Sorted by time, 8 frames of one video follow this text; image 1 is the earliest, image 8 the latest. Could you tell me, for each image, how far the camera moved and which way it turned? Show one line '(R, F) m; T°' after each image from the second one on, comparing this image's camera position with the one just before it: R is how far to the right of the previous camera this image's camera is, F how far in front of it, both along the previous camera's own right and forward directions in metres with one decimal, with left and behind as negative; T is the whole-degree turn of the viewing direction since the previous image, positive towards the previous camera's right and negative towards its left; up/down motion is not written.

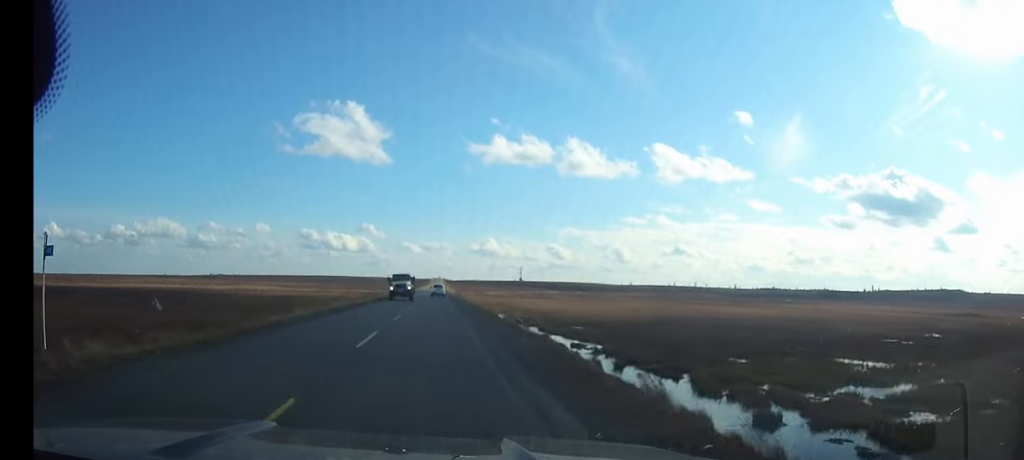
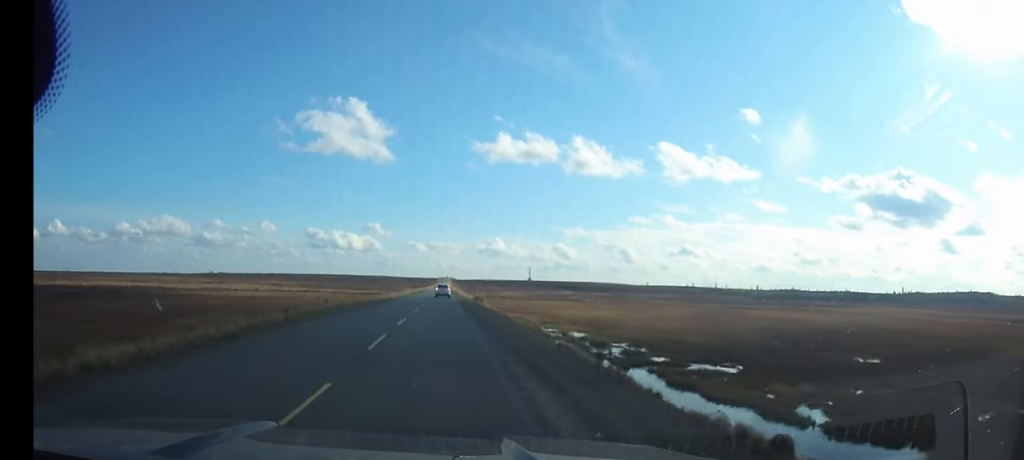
(-0.3, +41.8) m; 0°
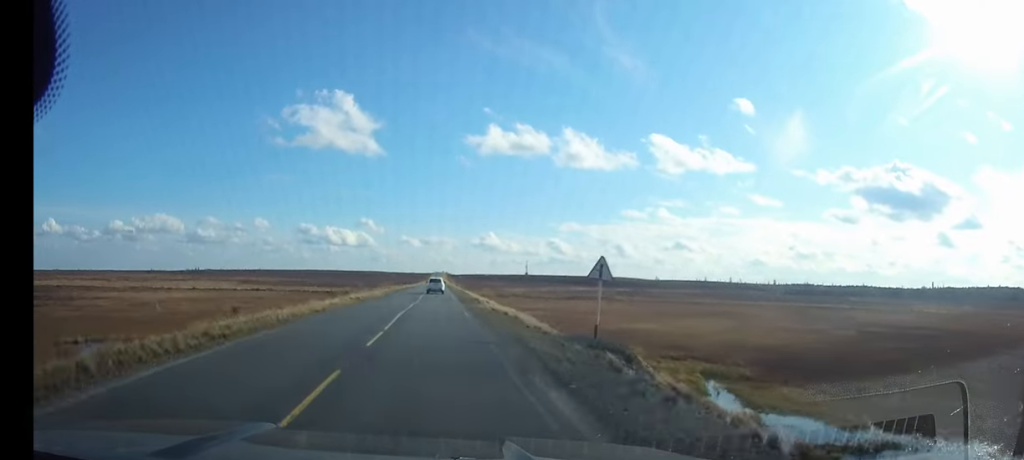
(+0.2, +56.0) m; +1°
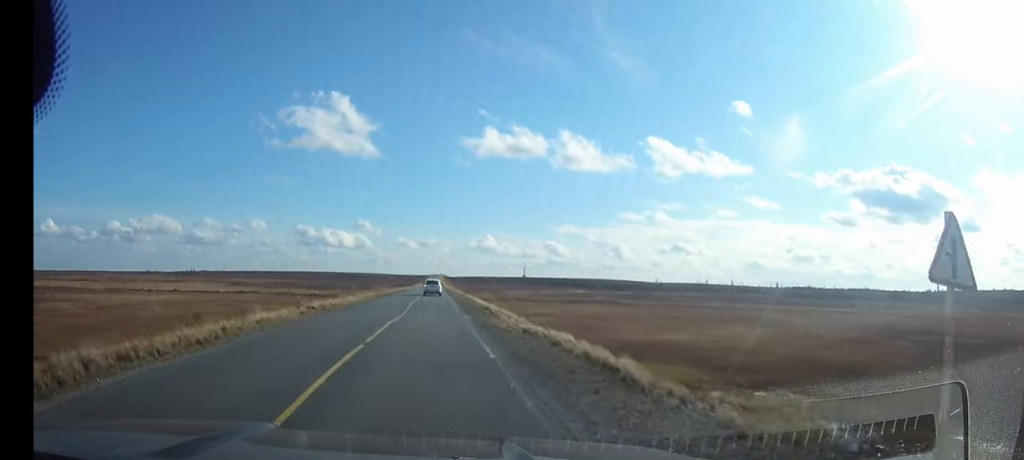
(+0.1, +11.3) m; 0°
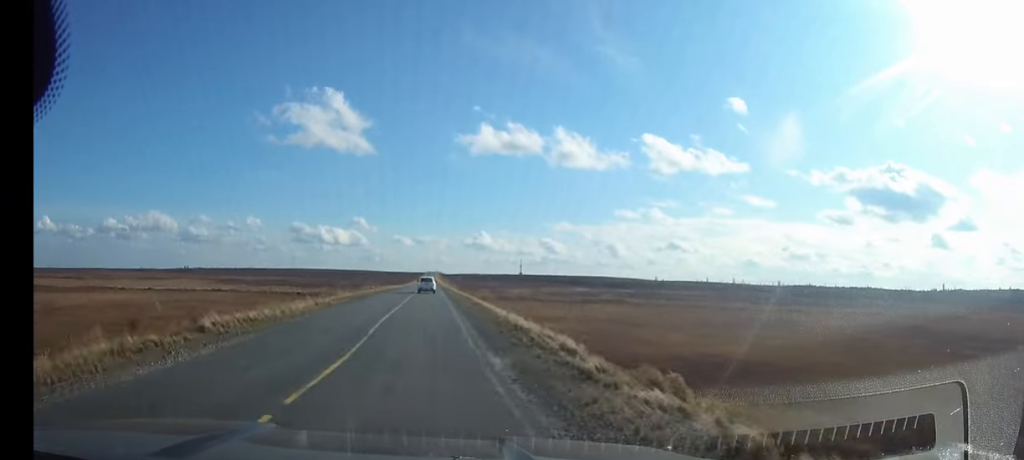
(0.0, +14.7) m; 0°
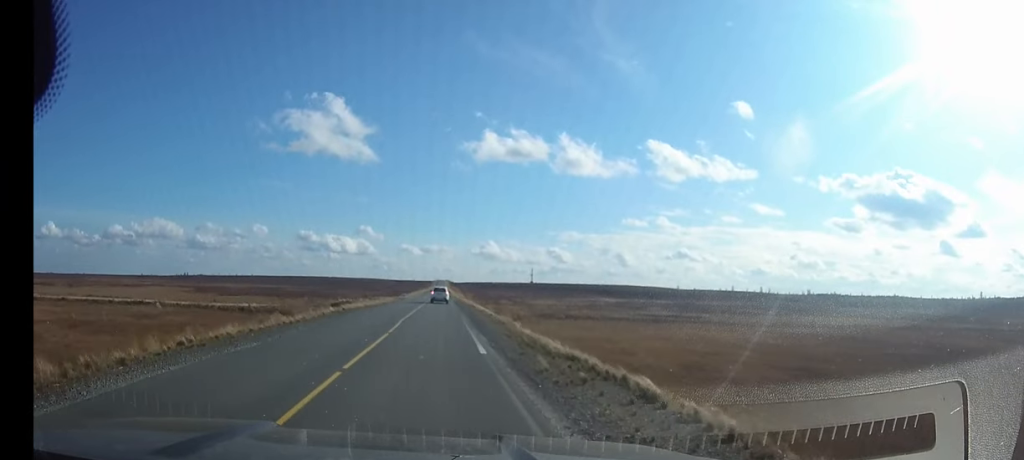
(-0.4, +46.7) m; 0°
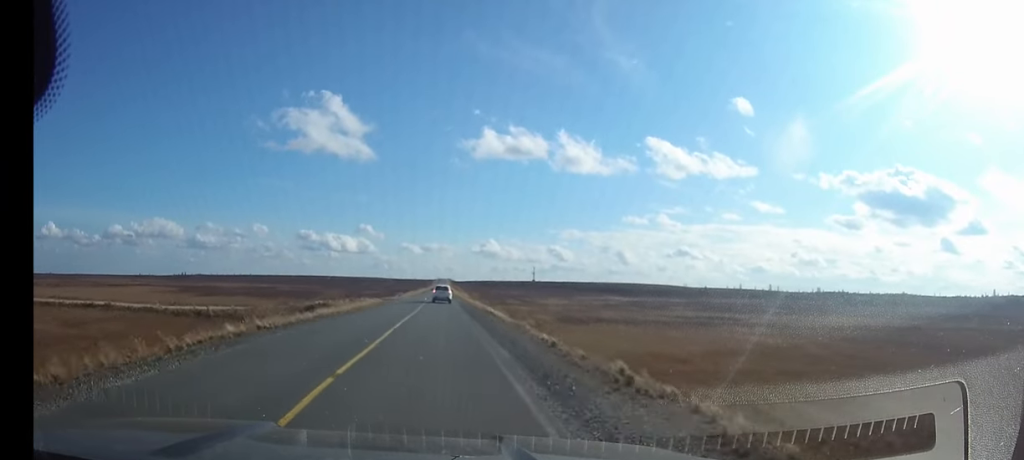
(+0.1, +17.2) m; 0°
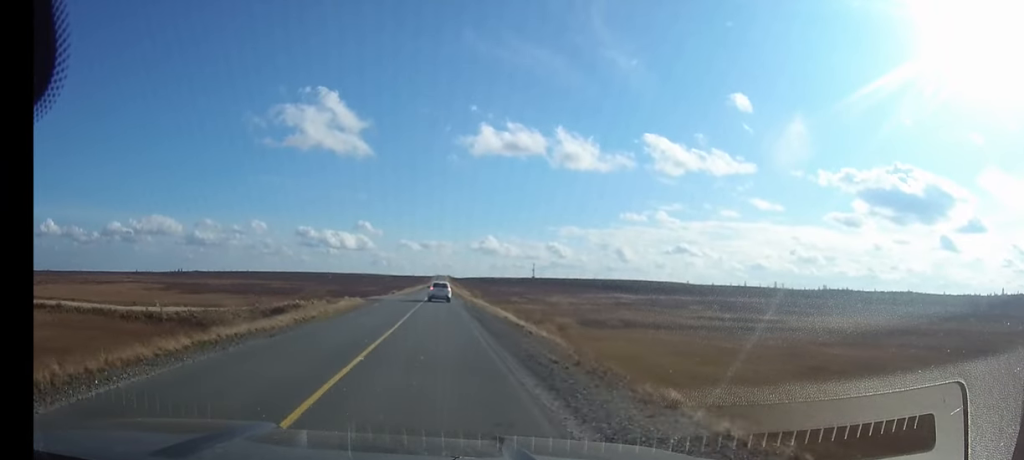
(0.0, +13.7) m; 0°
